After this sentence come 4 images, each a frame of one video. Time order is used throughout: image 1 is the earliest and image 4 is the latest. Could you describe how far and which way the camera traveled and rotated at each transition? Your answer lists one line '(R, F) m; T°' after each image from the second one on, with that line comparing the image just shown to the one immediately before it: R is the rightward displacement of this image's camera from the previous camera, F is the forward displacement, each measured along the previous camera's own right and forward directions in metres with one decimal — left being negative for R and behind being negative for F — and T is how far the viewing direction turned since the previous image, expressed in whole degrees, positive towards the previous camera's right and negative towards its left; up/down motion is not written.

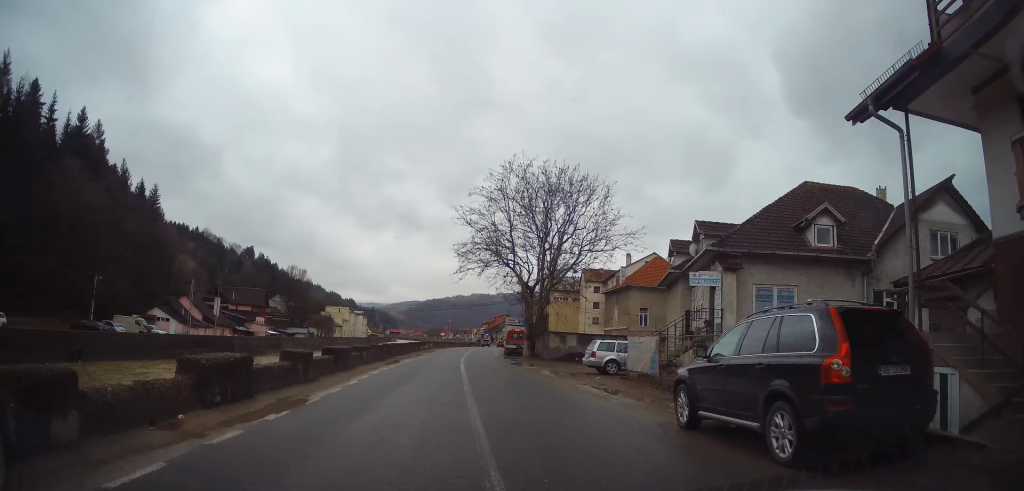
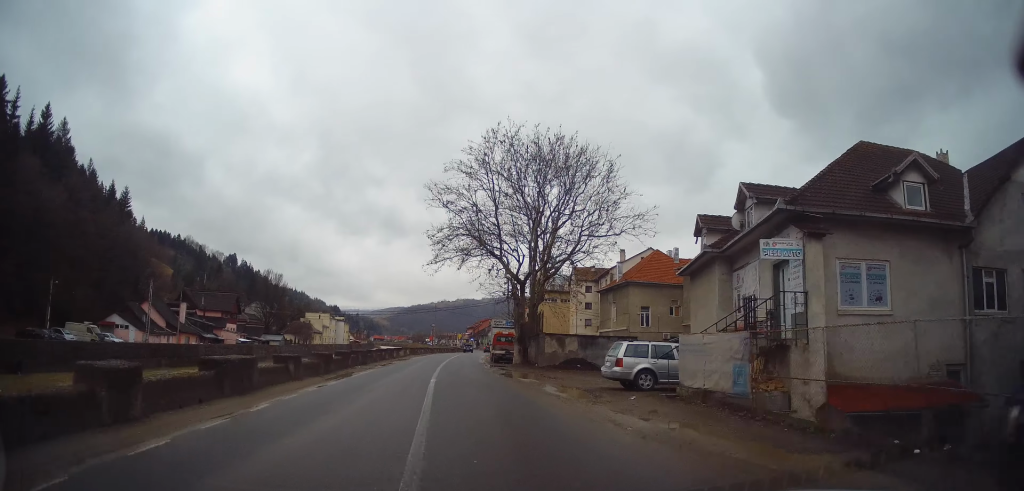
(-0.1, +7.3) m; -2°
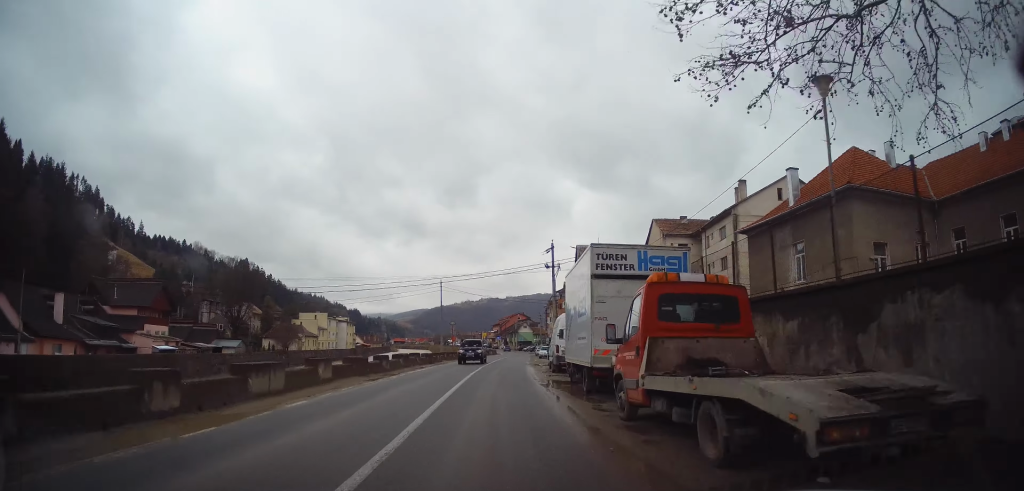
(-0.5, +35.5) m; 0°
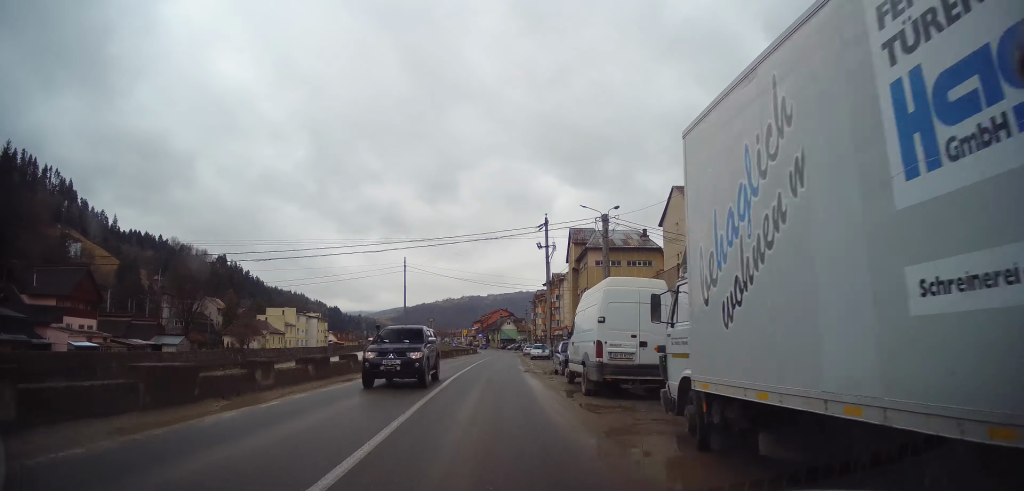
(+0.2, +12.6) m; +3°
